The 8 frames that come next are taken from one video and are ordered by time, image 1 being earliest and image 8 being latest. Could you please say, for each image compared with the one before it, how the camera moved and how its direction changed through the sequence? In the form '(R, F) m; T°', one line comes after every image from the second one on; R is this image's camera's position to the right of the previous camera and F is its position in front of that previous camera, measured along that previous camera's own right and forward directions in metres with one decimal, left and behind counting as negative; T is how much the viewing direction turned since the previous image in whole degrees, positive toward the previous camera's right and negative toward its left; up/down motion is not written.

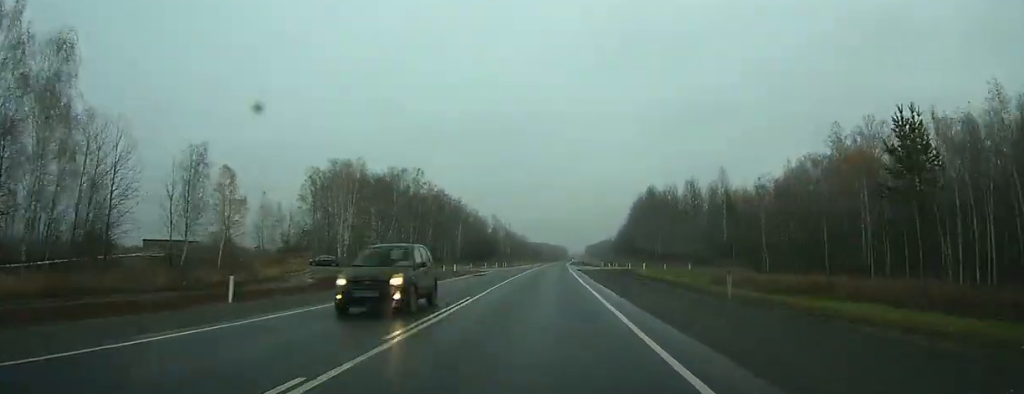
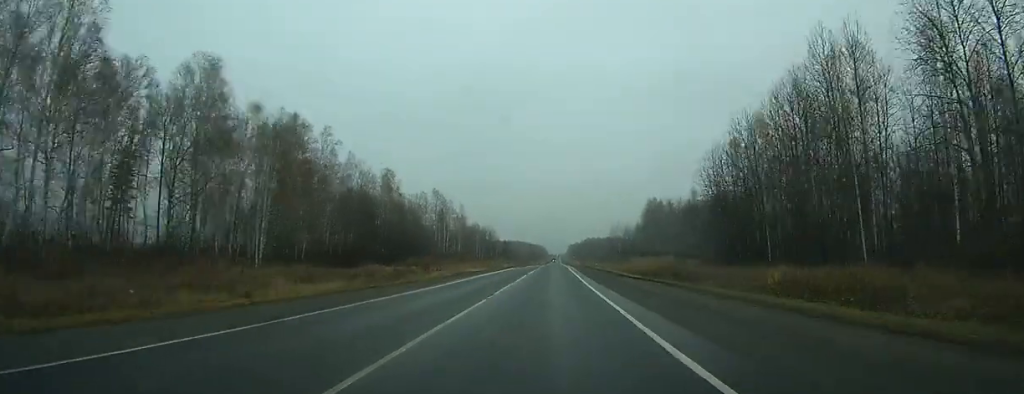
(+1.6, +105.5) m; +2°
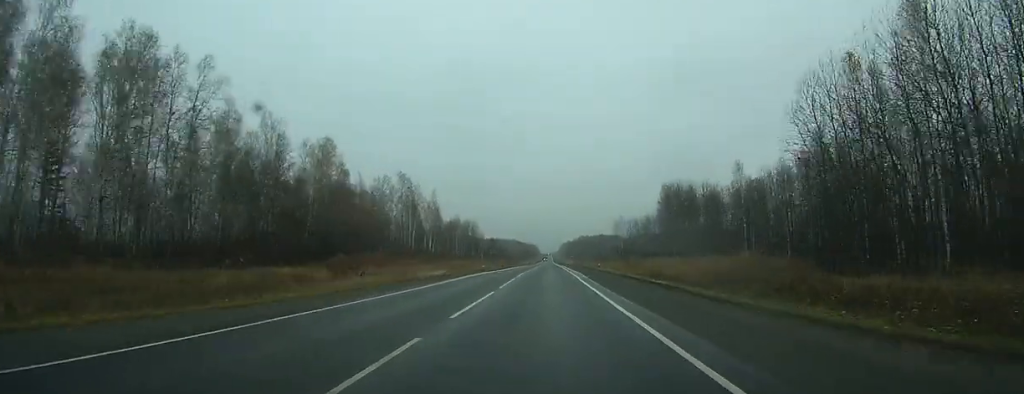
(0.0, +33.0) m; +1°
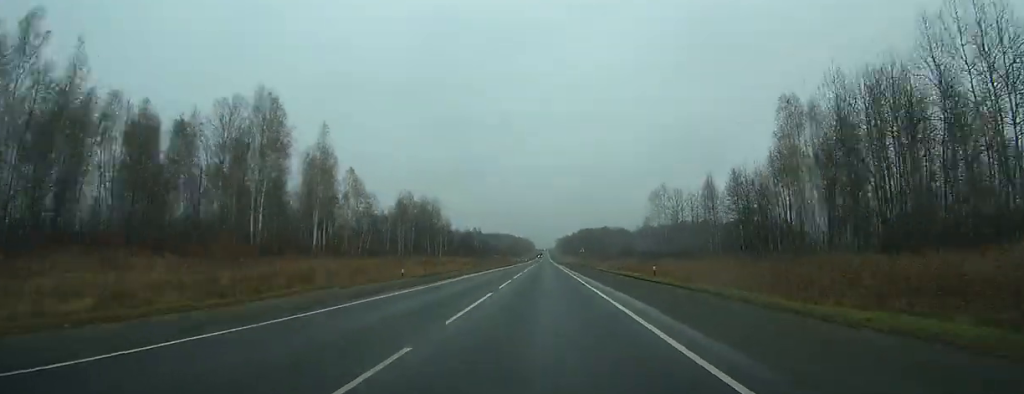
(+1.0, +72.6) m; +1°
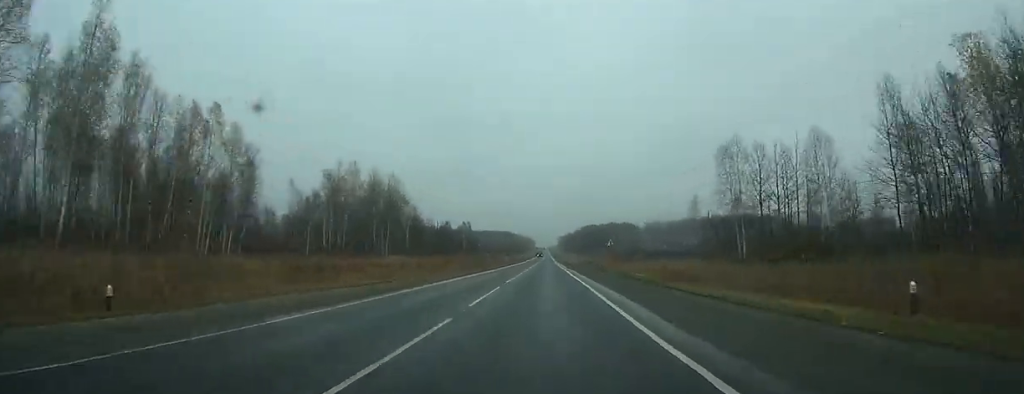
(0.0, +43.7) m; 0°
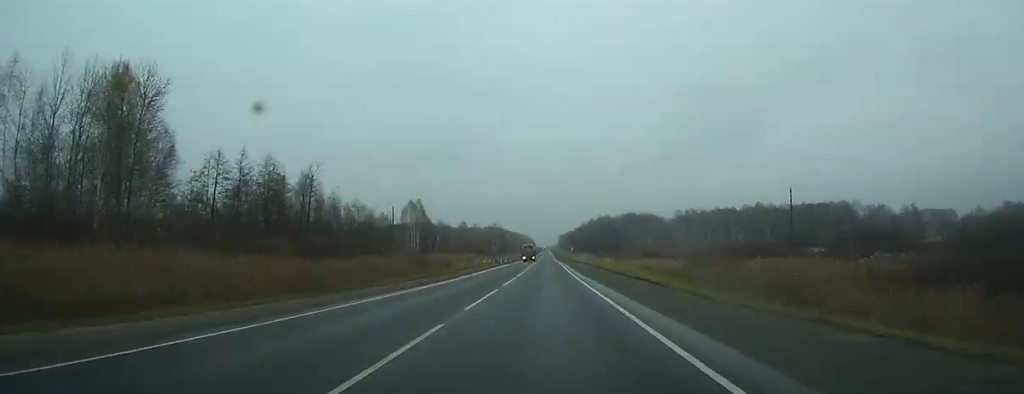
(+0.1, +96.7) m; 0°
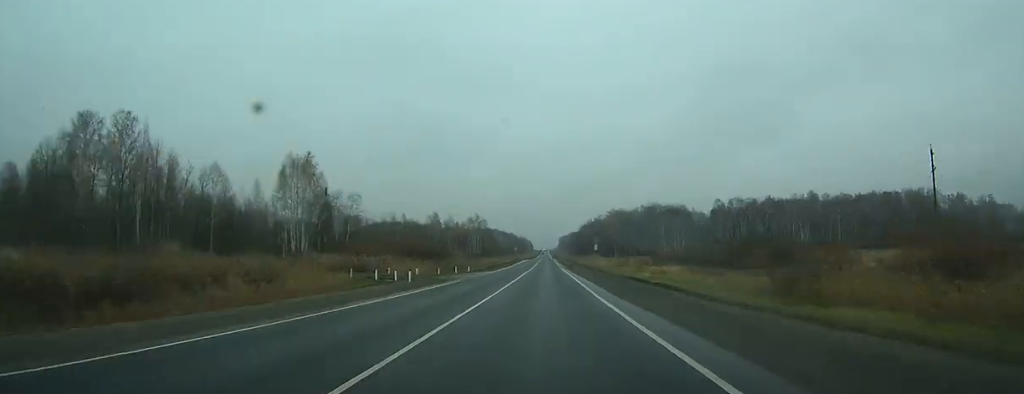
(-0.1, +73.2) m; 0°
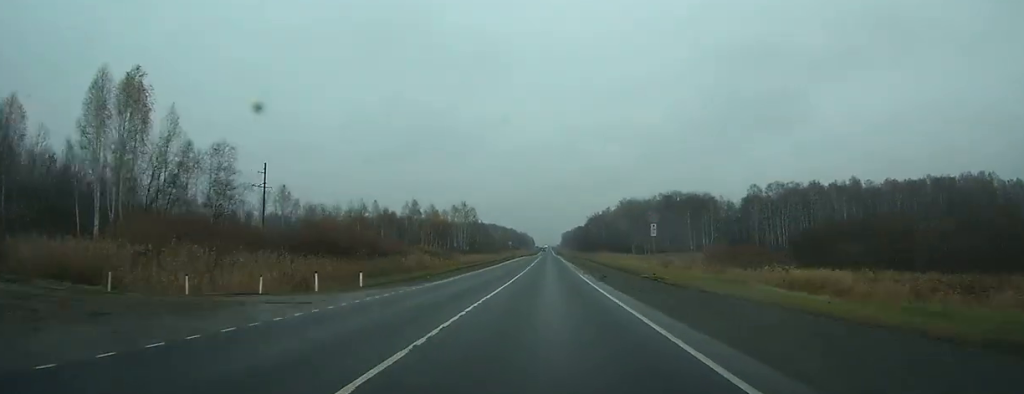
(+0.3, +38.9) m; 0°
